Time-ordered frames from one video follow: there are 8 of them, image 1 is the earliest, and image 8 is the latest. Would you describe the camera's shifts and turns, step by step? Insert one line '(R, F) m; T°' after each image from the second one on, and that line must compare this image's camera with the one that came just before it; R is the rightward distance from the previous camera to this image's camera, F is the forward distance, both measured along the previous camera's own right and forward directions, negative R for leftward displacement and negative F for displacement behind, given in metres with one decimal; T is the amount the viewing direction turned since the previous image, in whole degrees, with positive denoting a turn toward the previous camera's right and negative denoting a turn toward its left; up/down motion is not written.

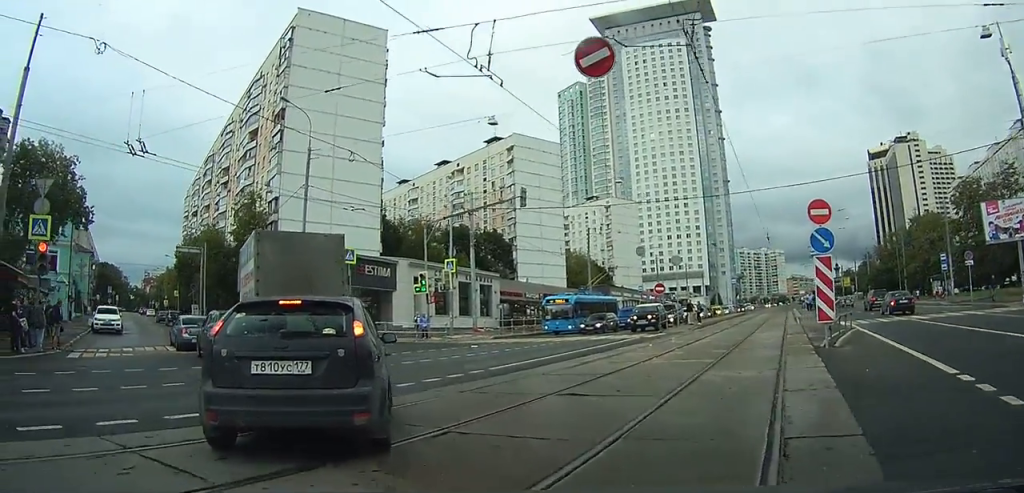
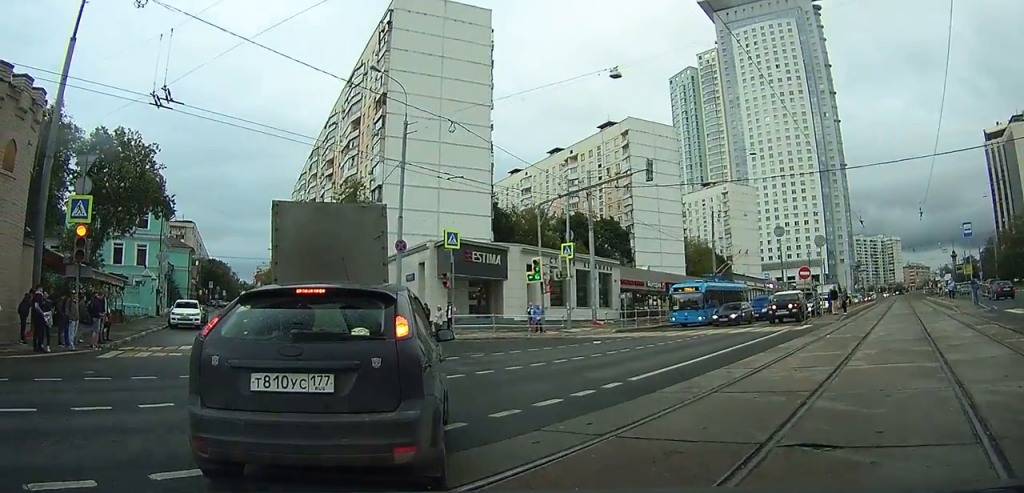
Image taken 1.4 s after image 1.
(-0.4, +4.0) m; -9°
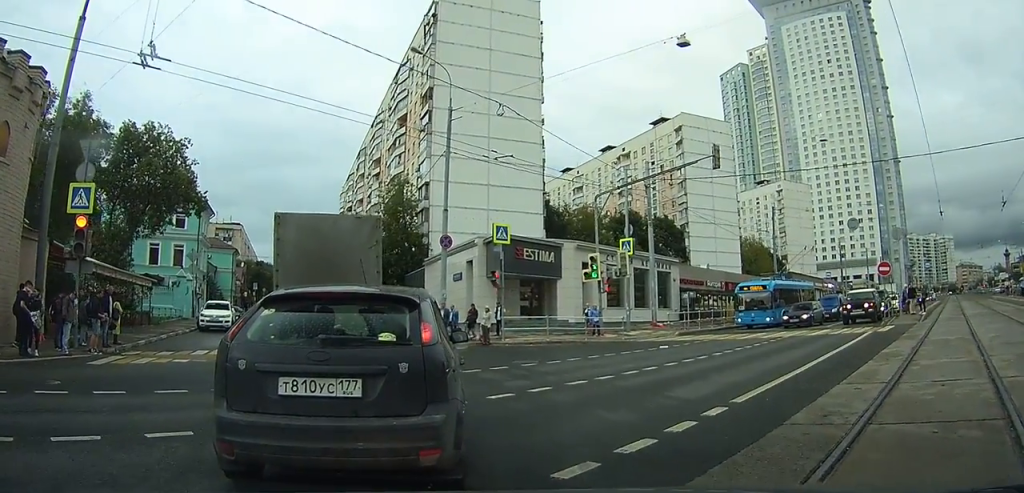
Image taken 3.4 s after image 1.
(-0.2, +4.3) m; -8°
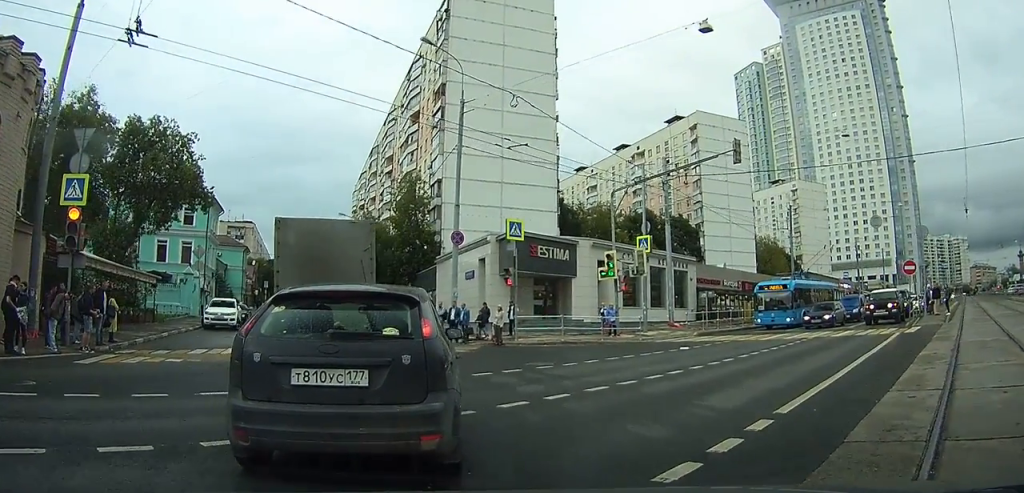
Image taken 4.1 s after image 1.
(-0.1, +1.5) m; -3°
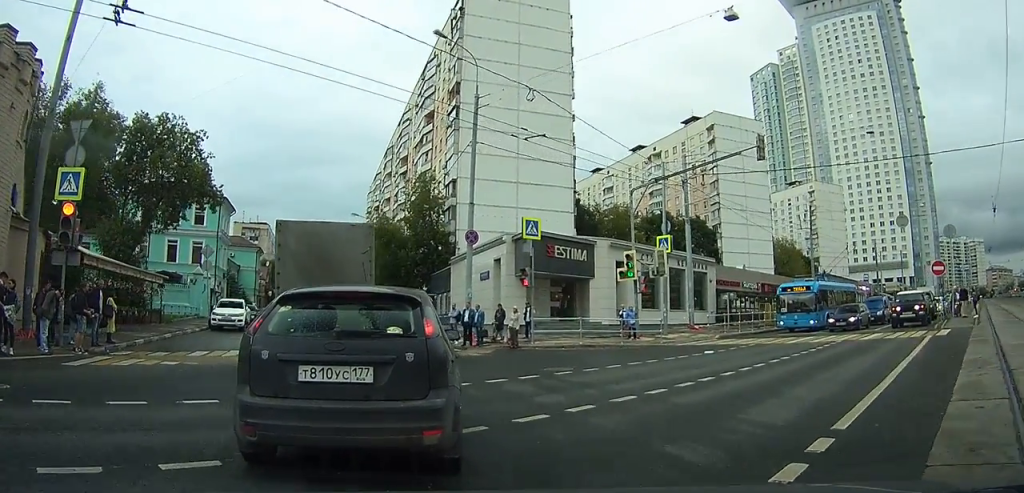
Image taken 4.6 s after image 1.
(0.0, +1.1) m; -2°
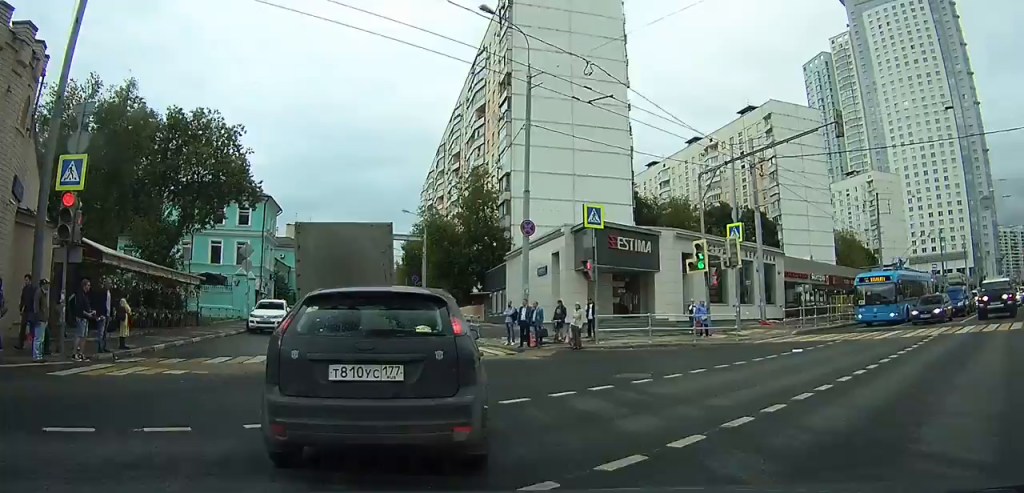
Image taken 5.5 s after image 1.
(0.0, +2.2) m; -6°
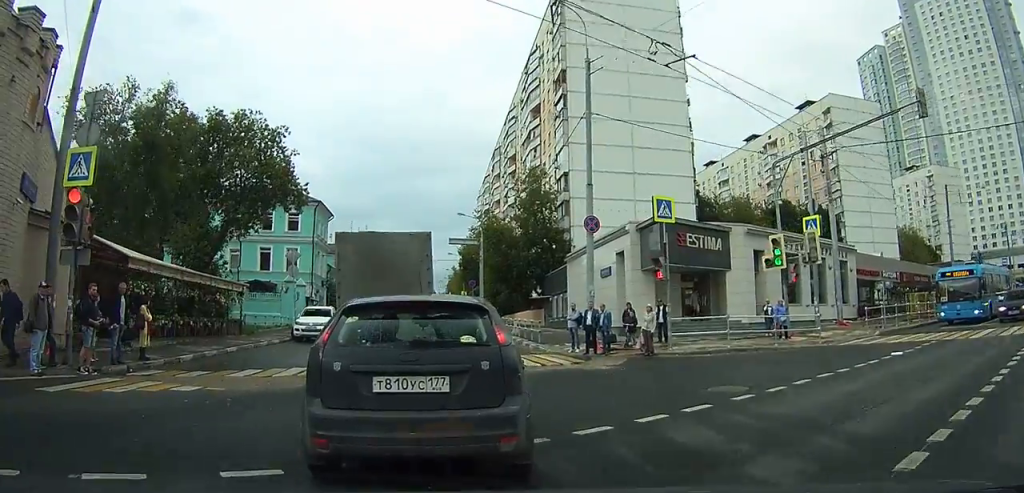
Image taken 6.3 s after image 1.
(-0.1, +2.0) m; -7°
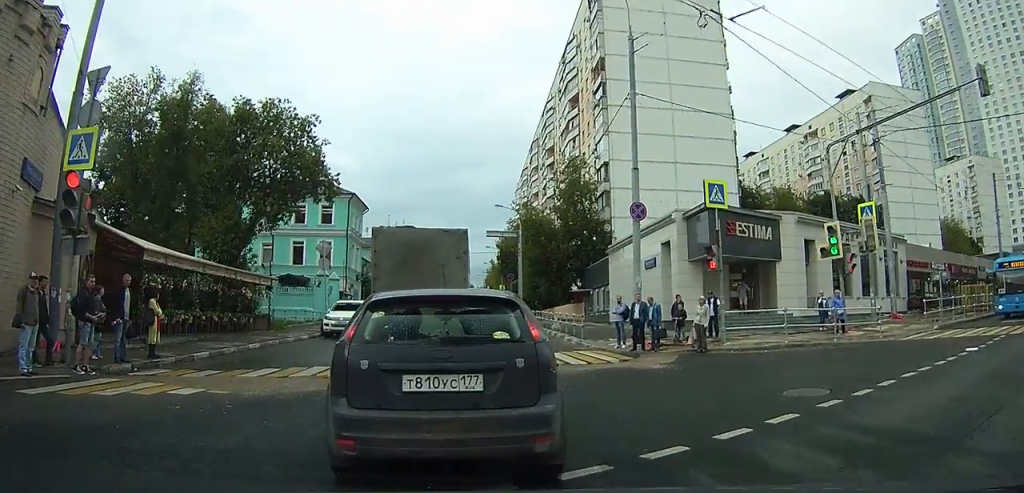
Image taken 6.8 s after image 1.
(-0.1, +1.4) m; -3°
